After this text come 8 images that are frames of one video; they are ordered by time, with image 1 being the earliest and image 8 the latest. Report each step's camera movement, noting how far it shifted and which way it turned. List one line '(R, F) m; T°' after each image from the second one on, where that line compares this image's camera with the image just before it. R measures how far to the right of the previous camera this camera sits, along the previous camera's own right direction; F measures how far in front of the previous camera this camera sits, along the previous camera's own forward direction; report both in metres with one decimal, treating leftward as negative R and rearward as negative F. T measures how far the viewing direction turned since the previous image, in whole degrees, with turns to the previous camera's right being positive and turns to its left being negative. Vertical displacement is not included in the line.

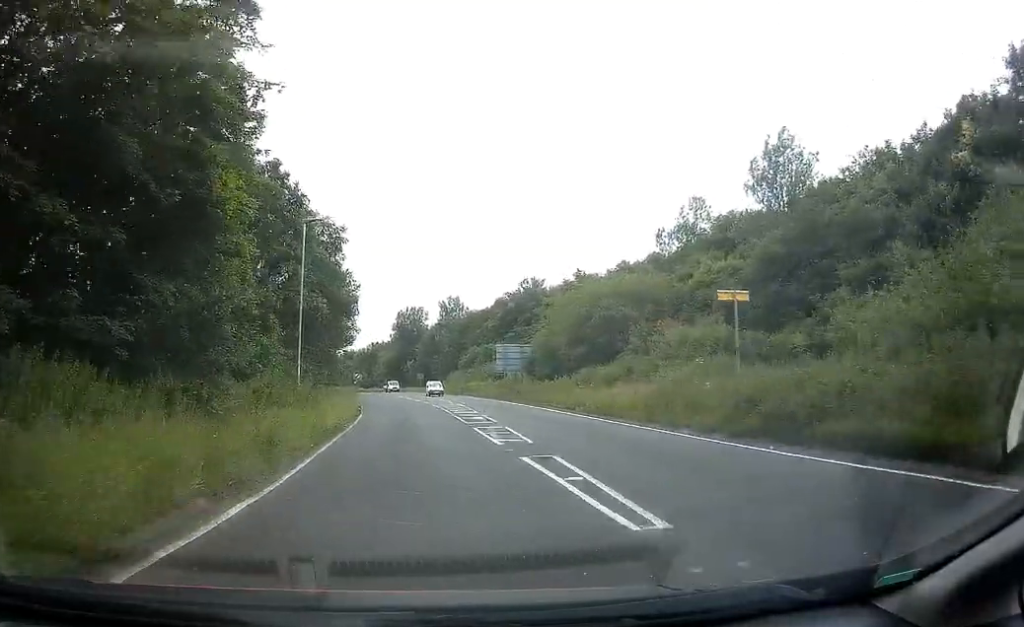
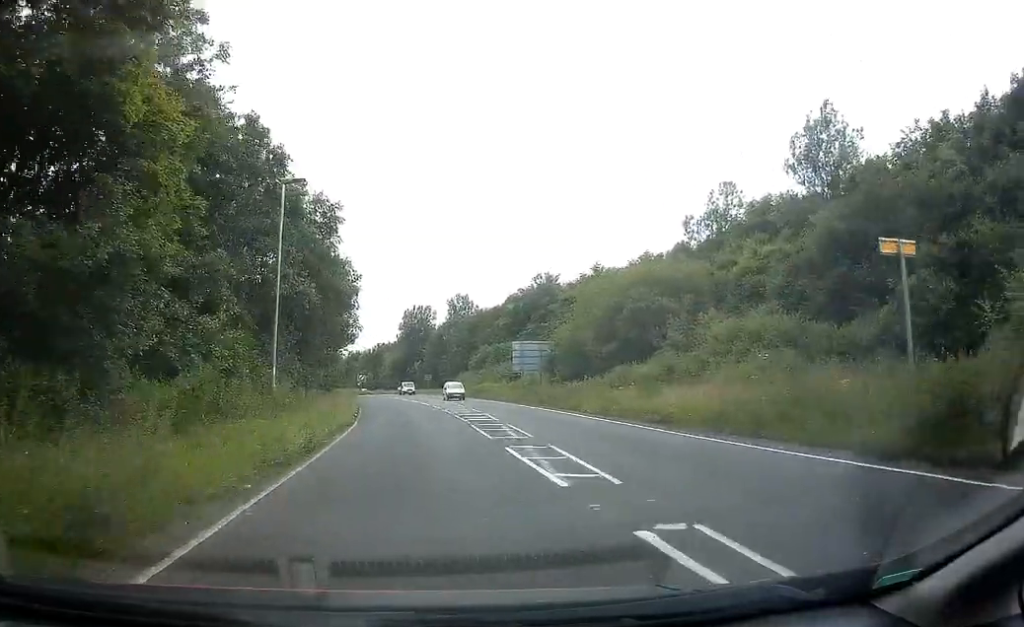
(0.0, +6.6) m; 0°
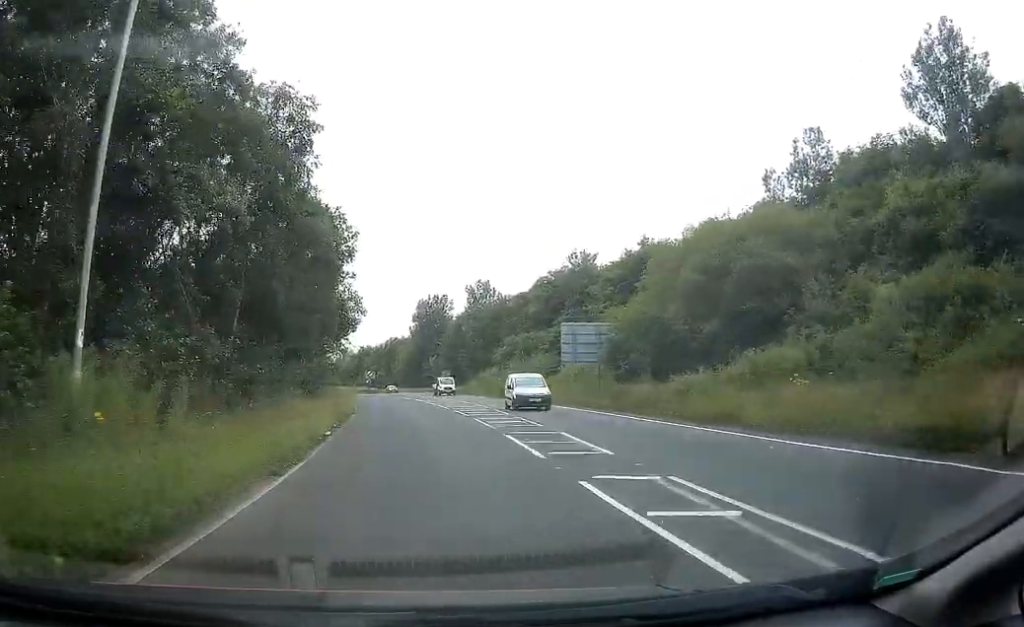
(-0.1, +15.2) m; -2°
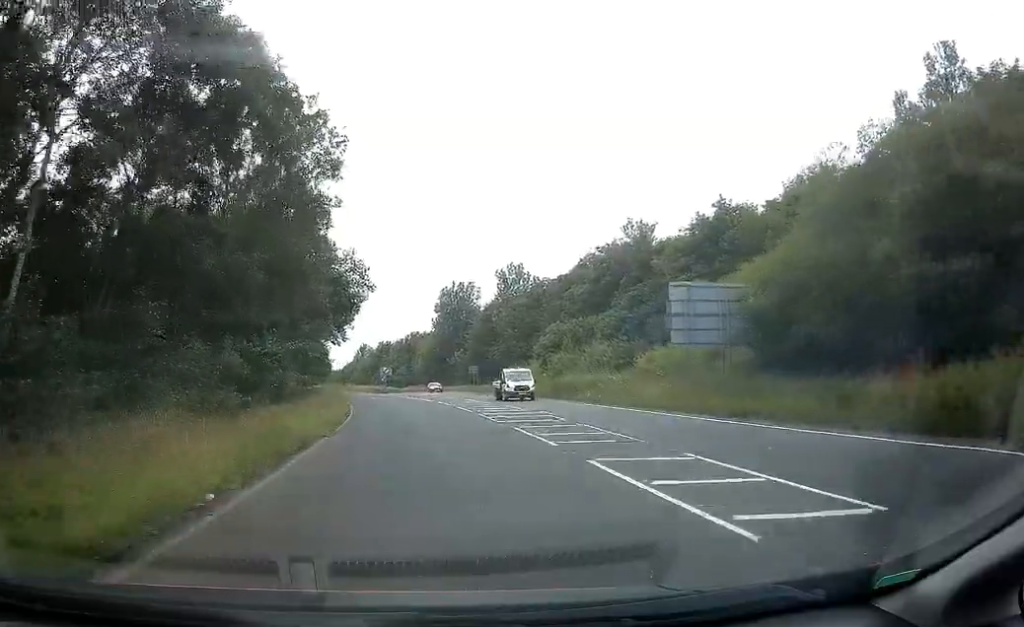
(-0.4, +15.9) m; -2°
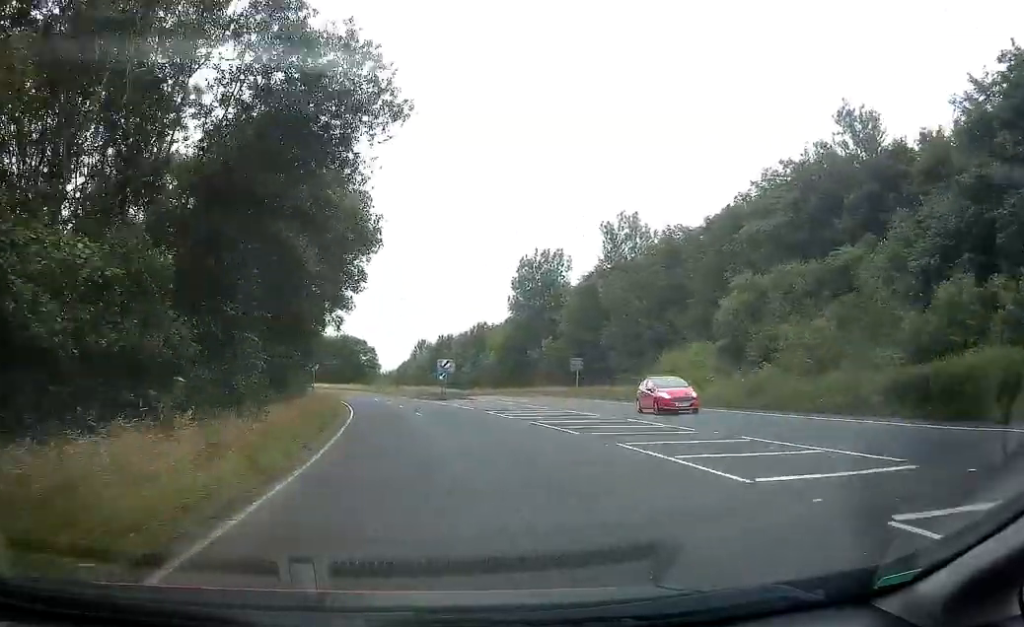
(-1.0, +33.5) m; -4°
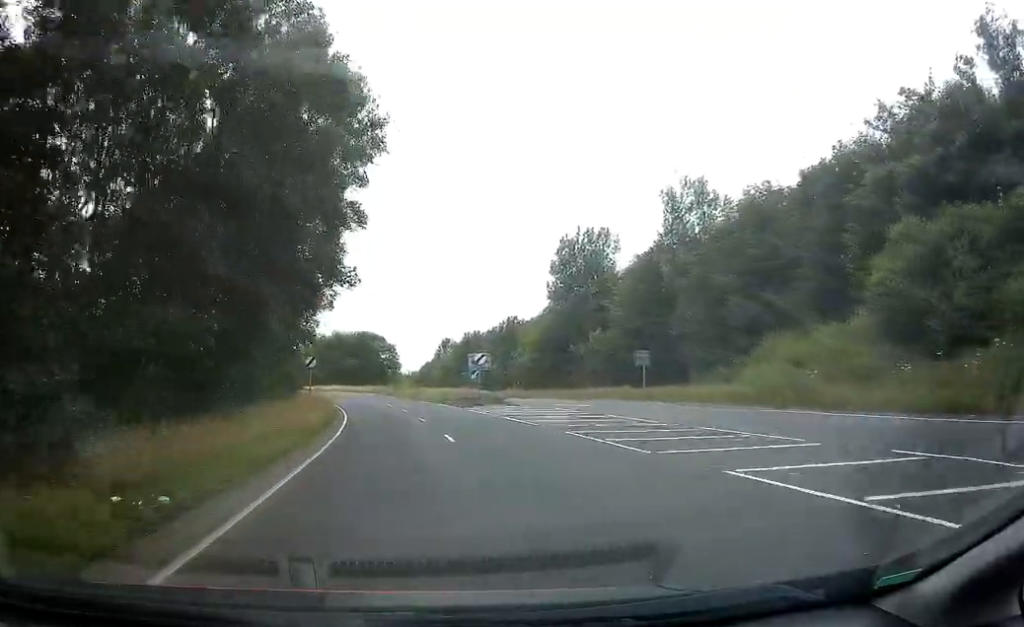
(-0.3, +13.2) m; -2°
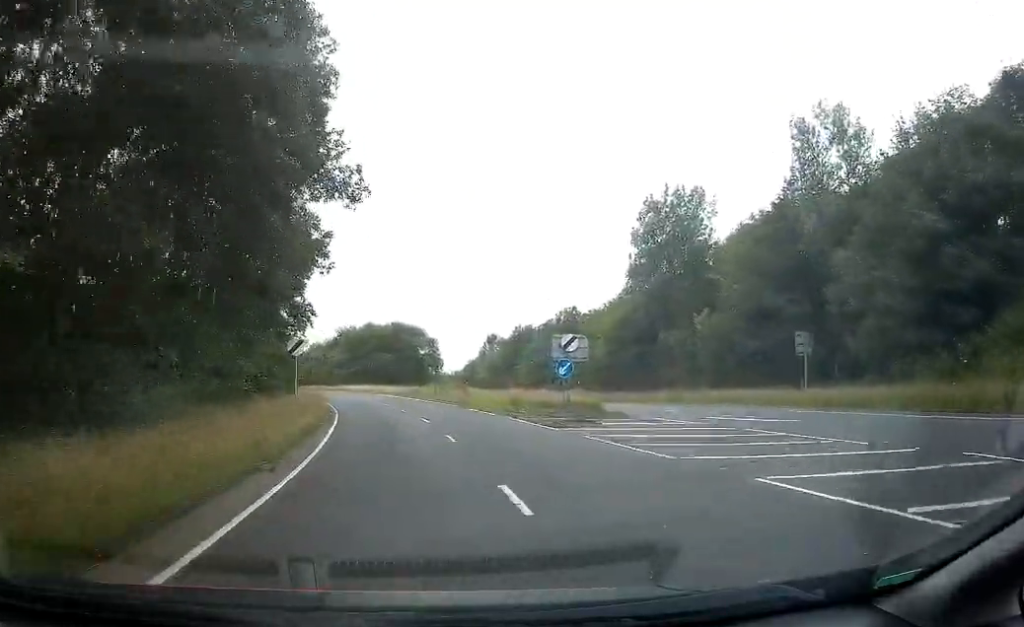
(-0.3, +18.4) m; -2°
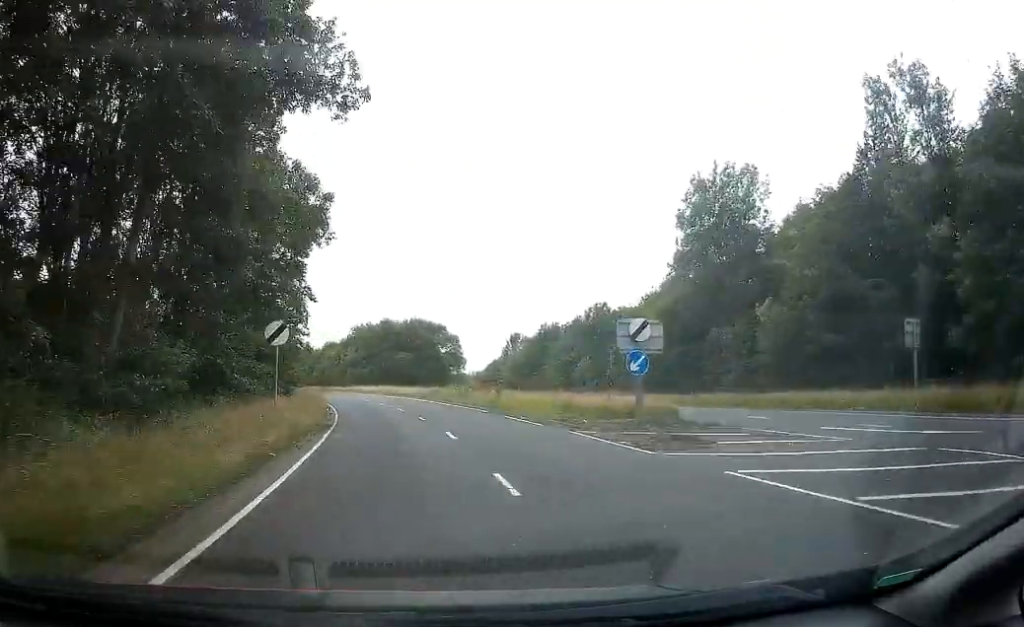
(+0.2, +7.5) m; -1°
